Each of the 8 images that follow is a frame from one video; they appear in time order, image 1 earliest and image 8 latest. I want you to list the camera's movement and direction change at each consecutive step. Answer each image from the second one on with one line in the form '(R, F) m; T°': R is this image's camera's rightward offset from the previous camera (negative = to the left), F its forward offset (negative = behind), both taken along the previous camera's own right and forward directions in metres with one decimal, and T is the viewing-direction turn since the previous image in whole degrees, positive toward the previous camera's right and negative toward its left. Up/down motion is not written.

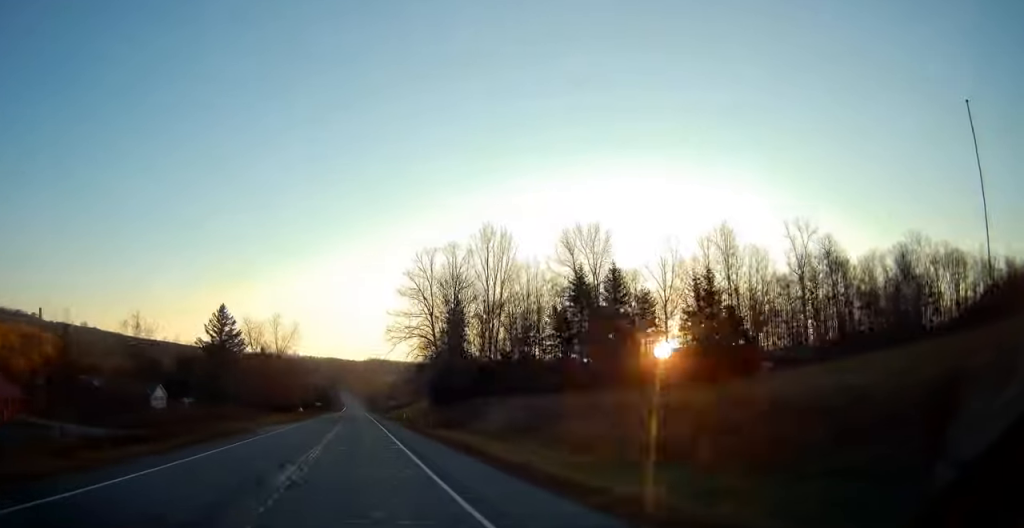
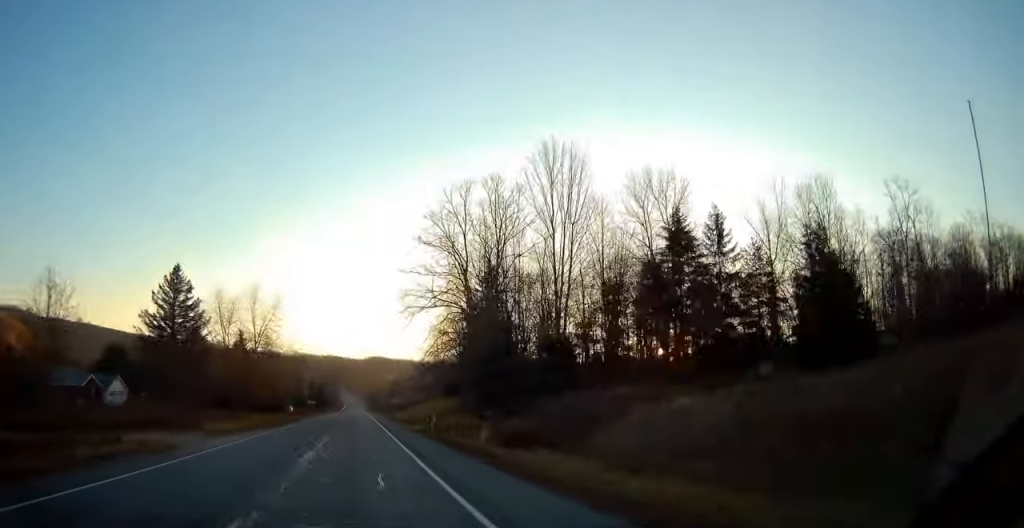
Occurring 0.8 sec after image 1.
(+0.1, +20.8) m; 0°
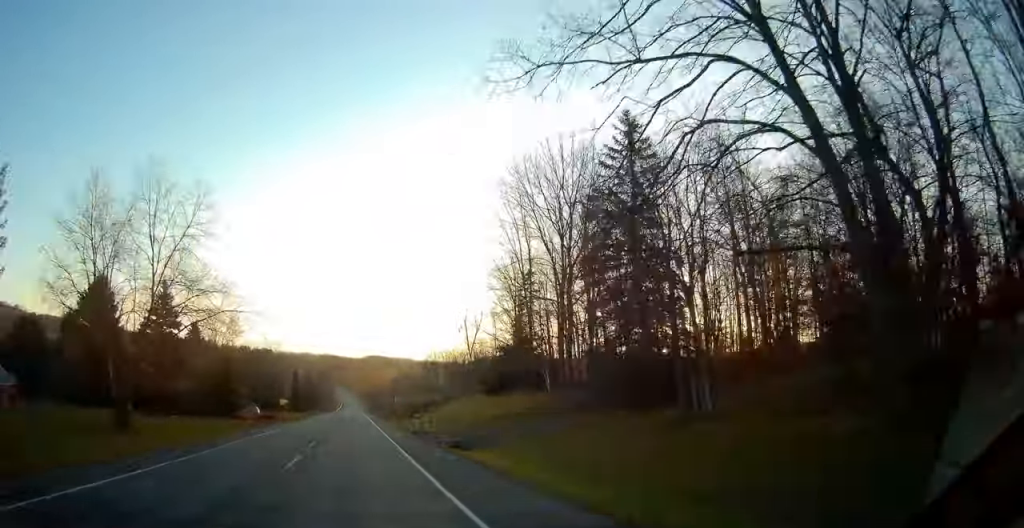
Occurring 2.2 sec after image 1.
(-0.1, +37.9) m; 0°
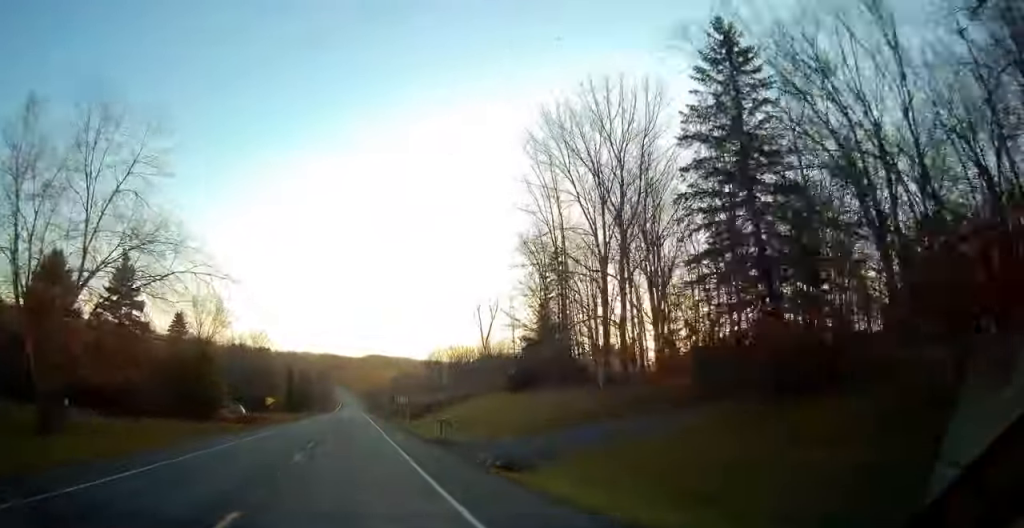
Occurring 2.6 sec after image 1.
(+0.1, +10.6) m; 0°
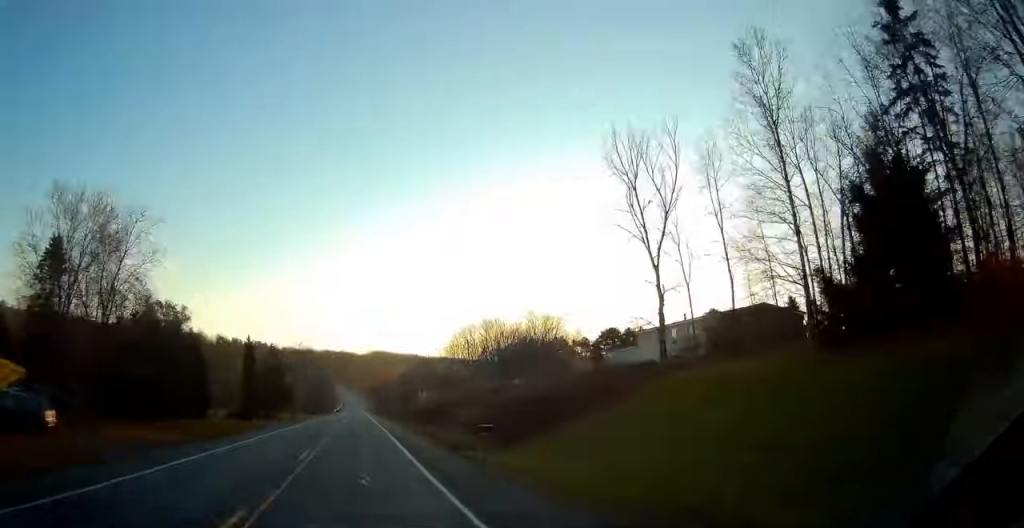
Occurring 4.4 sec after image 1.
(+0.4, +47.9) m; 0°
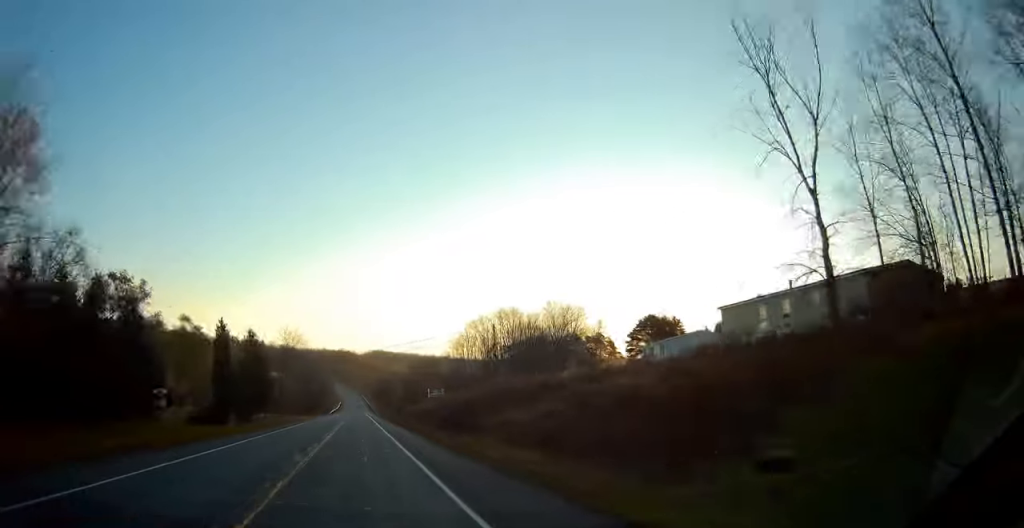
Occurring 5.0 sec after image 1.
(-0.2, +14.7) m; 0°
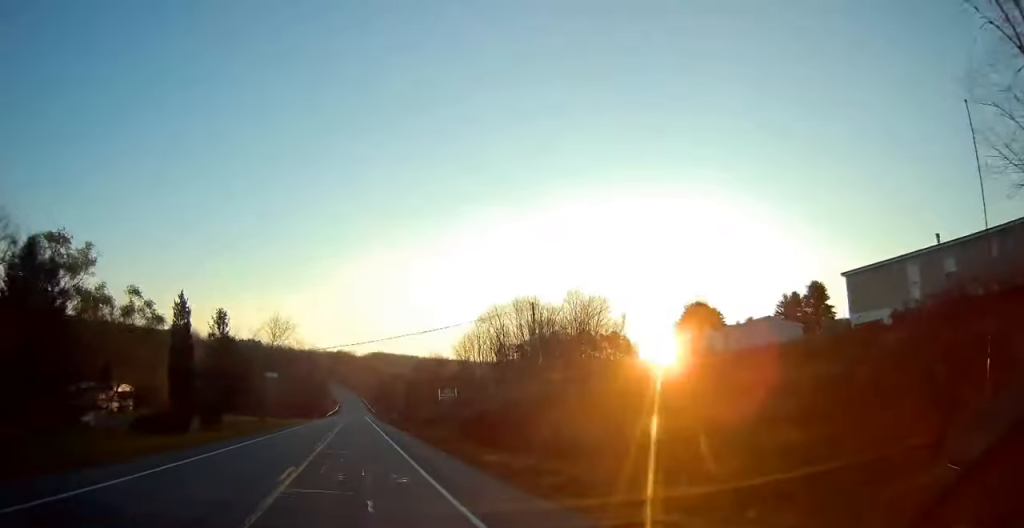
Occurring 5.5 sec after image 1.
(0.0, +13.9) m; 0°
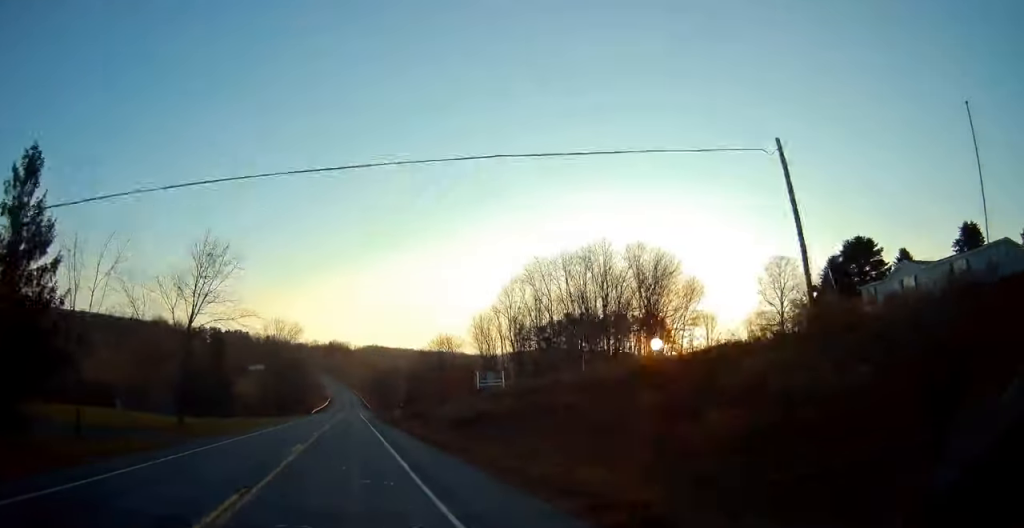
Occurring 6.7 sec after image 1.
(+0.4, +31.2) m; +1°
